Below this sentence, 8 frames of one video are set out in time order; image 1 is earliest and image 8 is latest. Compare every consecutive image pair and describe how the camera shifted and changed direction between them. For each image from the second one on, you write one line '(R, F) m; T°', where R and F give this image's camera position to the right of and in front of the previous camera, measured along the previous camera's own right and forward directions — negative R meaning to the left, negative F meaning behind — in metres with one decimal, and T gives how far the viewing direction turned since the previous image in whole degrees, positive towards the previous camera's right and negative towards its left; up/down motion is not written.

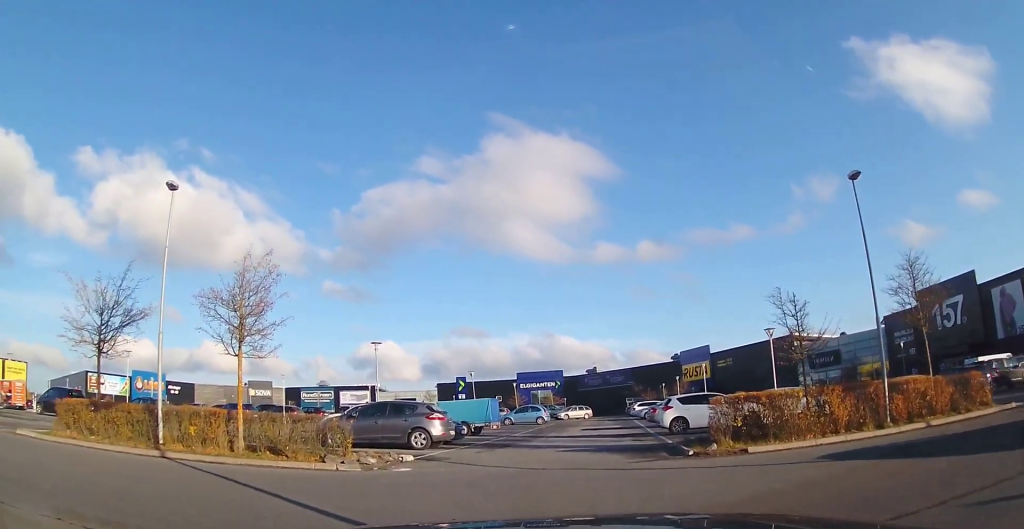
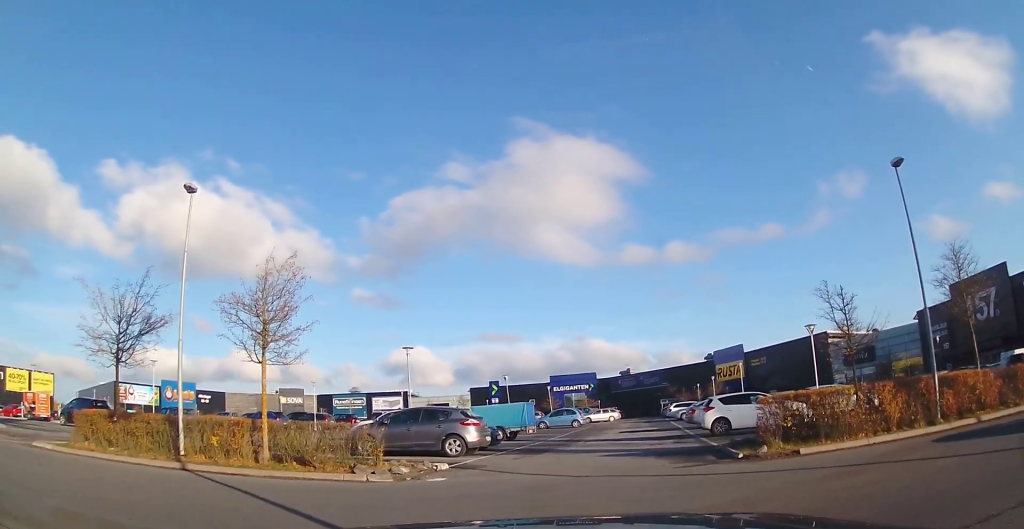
(0.0, +0.9) m; -8°
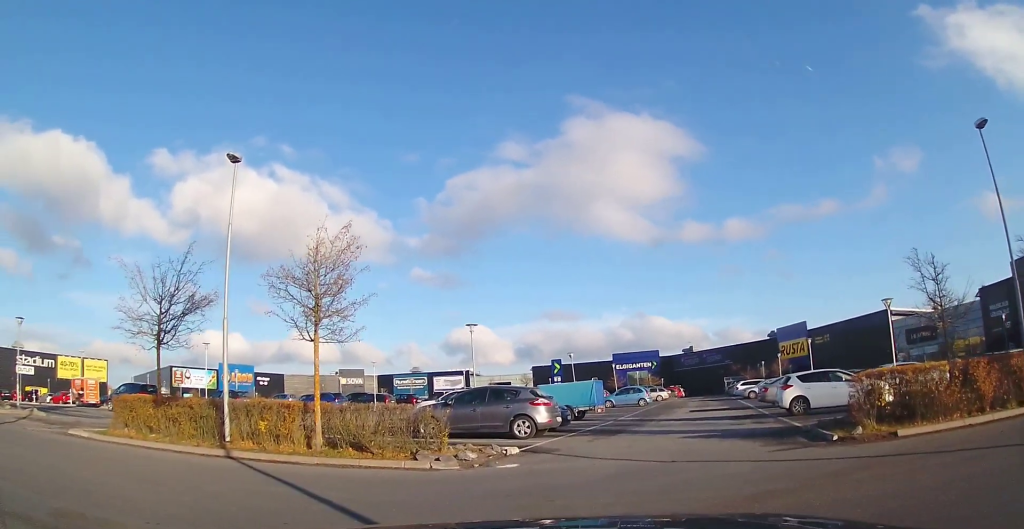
(-0.3, +1.3) m; -17°
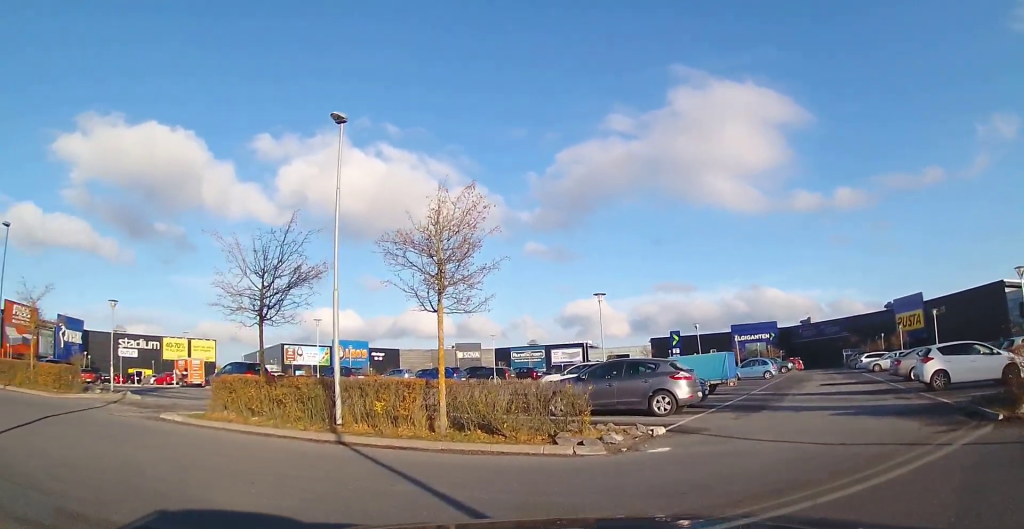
(0.0, +1.5) m; -13°
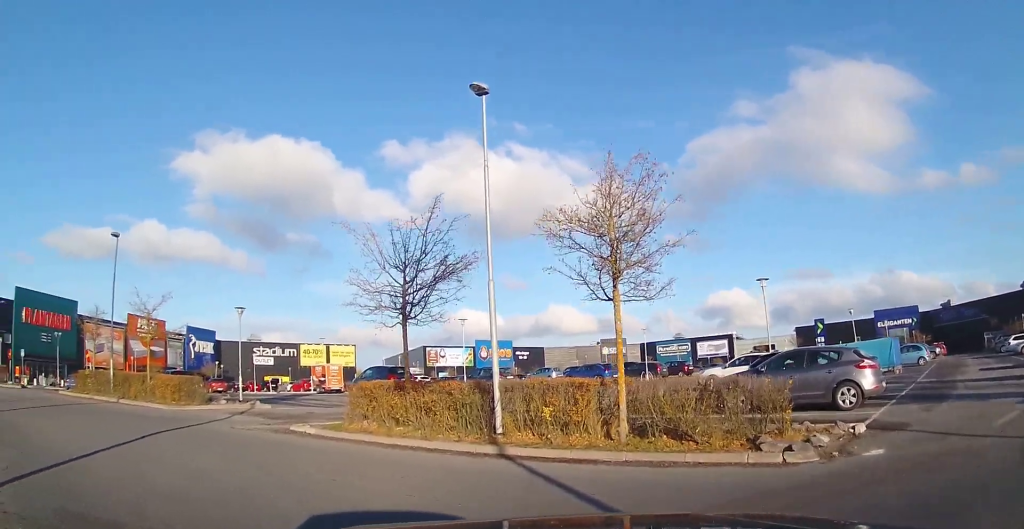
(-0.3, +1.4) m; -13°
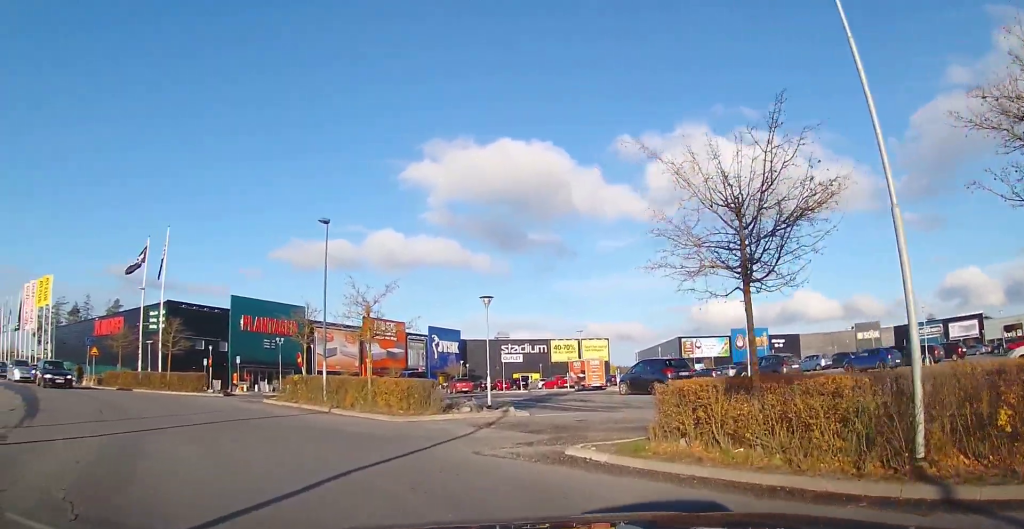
(-0.4, +3.4) m; -9°
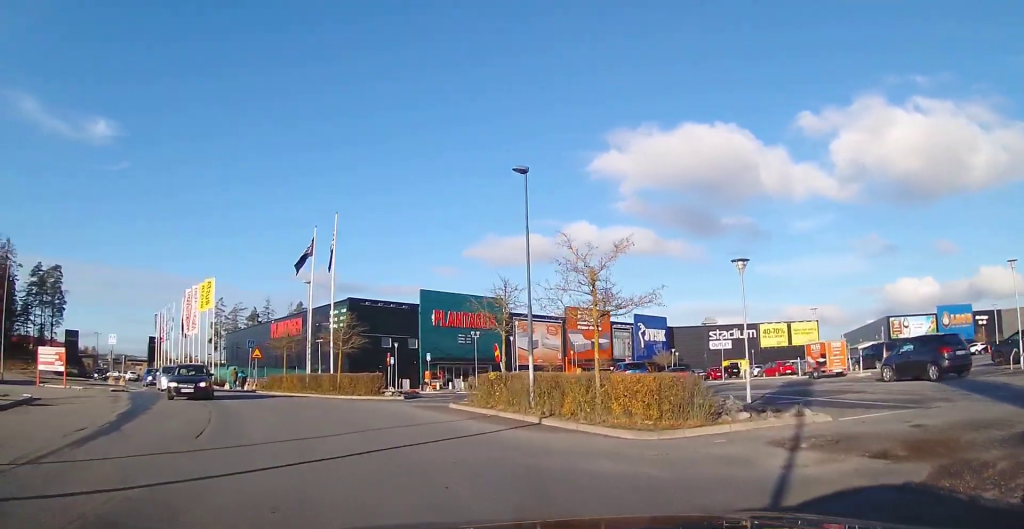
(-0.4, +4.6) m; -13°
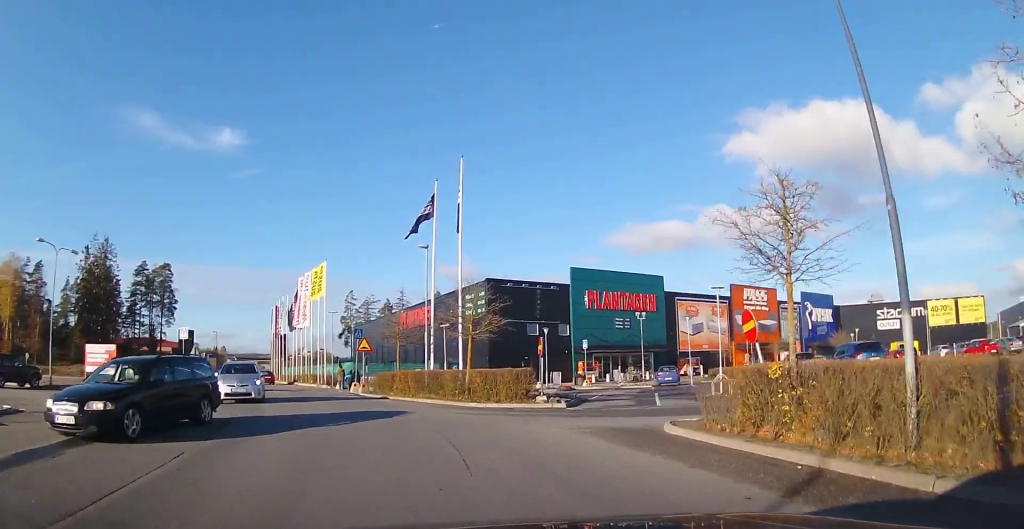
(-1.0, +8.0) m; -14°
